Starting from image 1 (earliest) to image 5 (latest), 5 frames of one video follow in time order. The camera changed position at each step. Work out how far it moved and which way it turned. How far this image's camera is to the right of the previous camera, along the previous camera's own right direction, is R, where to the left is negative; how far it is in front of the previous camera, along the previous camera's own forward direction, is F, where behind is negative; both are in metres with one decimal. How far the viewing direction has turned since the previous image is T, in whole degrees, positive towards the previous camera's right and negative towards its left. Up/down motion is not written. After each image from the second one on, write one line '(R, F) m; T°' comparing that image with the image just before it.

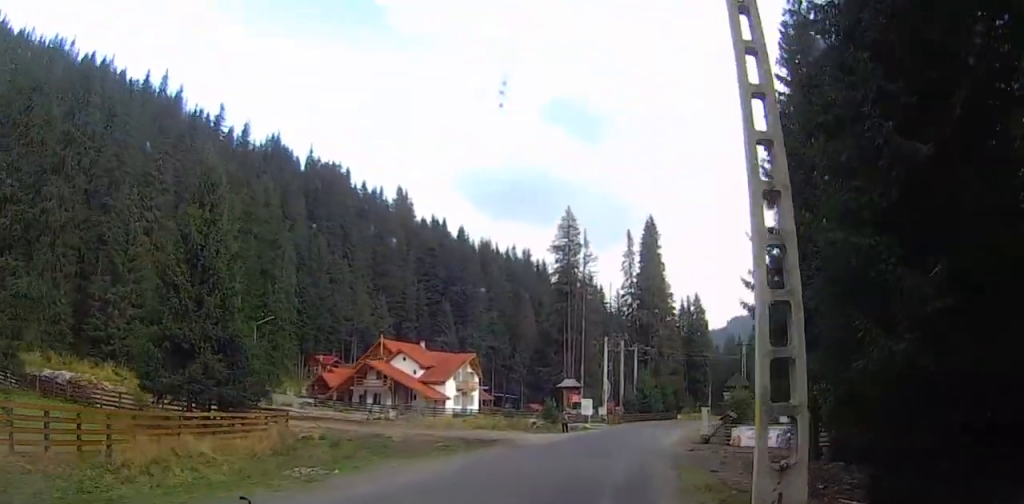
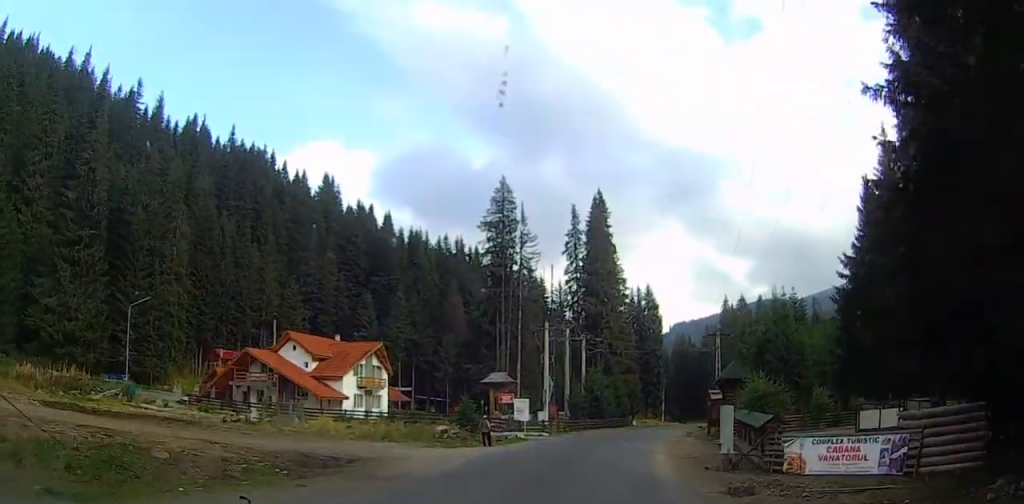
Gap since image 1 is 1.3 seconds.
(+0.5, +16.8) m; +5°
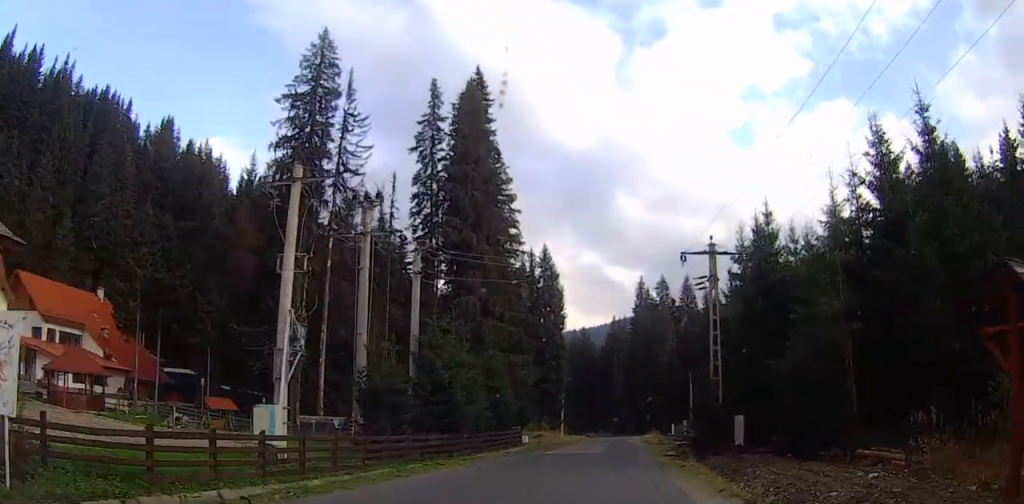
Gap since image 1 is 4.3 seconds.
(+3.2, +39.5) m; +8°
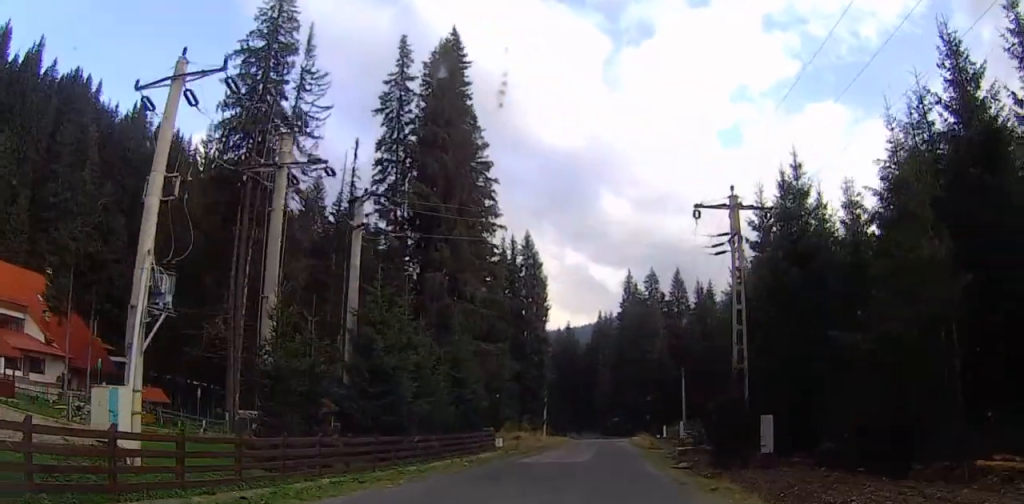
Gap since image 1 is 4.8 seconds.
(0.0, +7.4) m; +1°
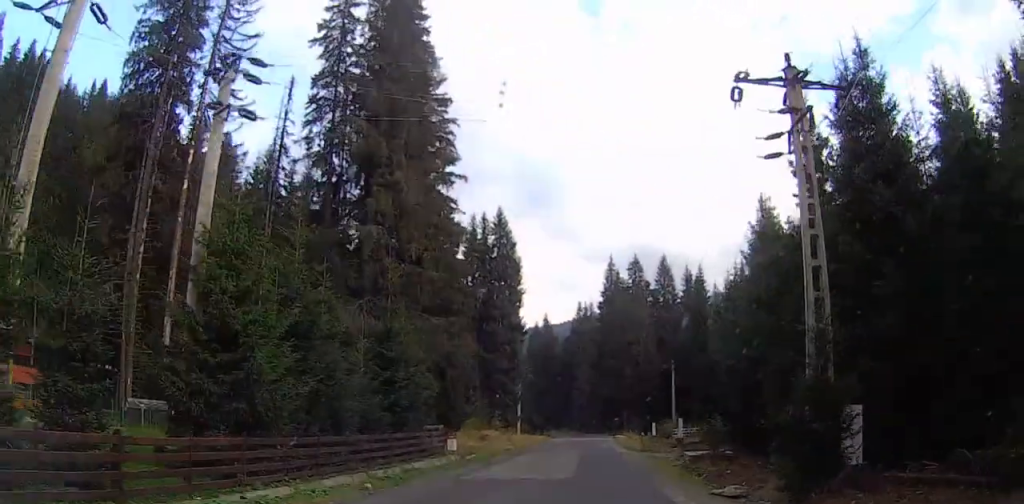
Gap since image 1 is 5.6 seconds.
(+0.4, +10.1) m; +2°
